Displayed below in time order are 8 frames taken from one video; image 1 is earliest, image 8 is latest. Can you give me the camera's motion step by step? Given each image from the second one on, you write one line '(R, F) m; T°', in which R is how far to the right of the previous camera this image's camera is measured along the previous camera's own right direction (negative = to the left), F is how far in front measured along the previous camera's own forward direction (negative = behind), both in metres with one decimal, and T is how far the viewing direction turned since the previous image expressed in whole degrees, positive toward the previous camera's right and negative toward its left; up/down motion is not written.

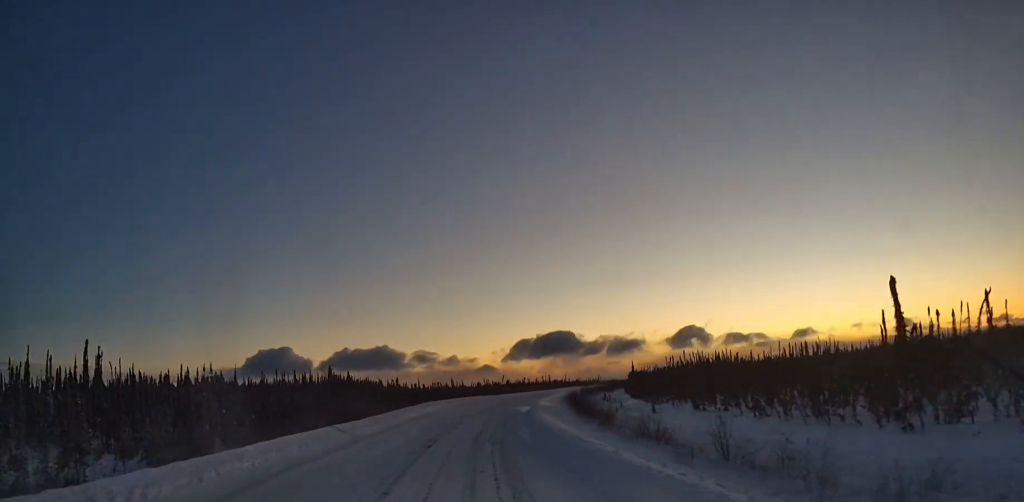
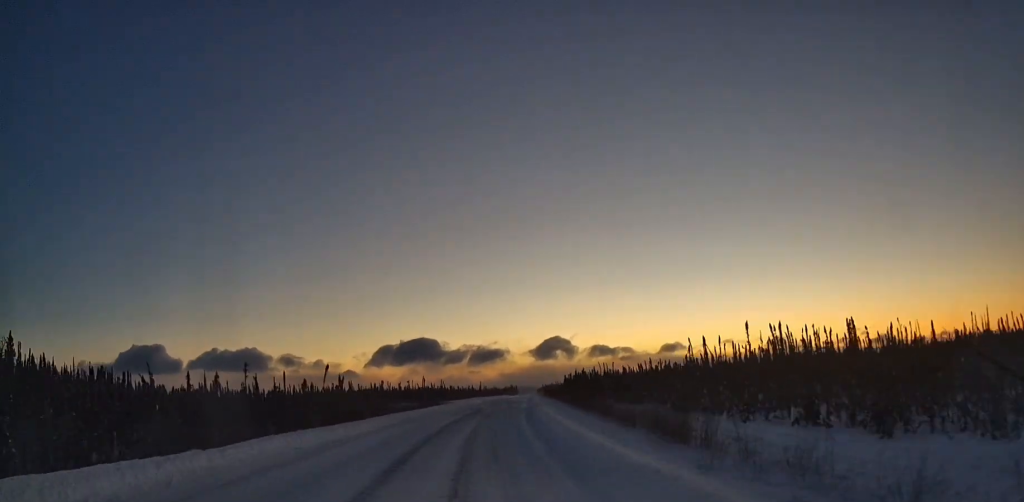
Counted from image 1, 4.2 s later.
(+11.2, +101.2) m; +12°
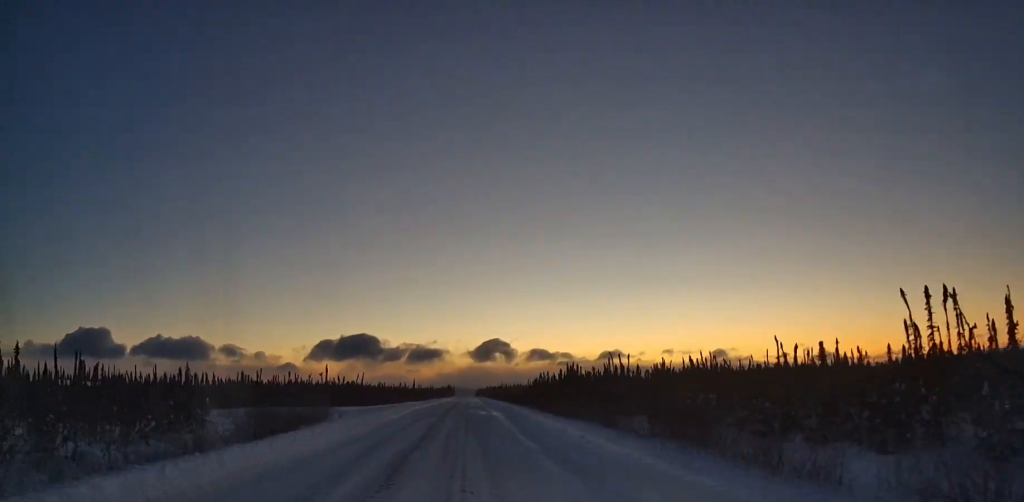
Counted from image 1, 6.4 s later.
(+5.3, +55.0) m; +4°
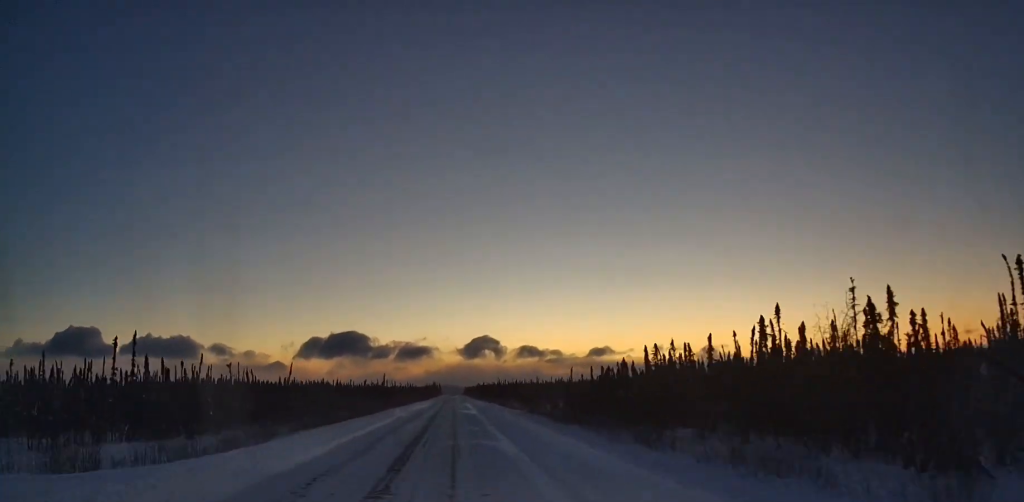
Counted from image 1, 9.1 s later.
(+3.2, +67.2) m; +4°
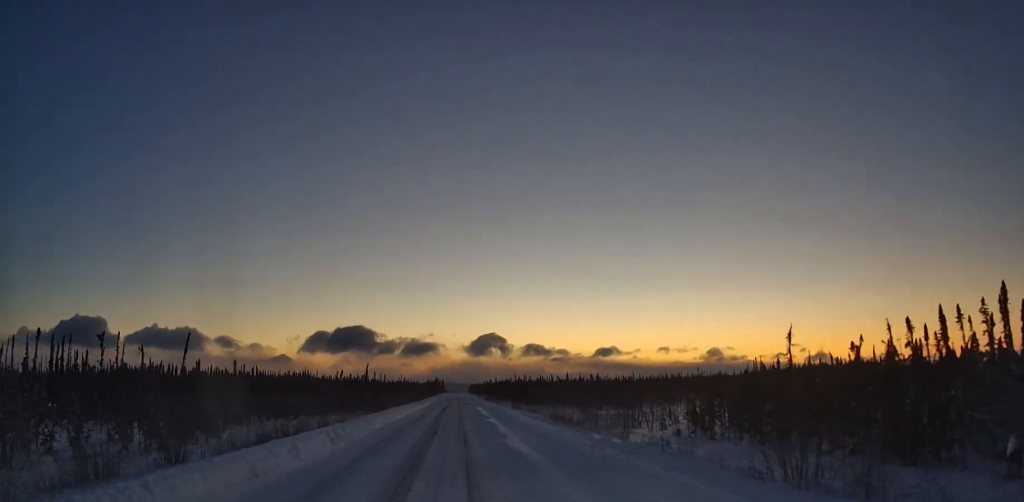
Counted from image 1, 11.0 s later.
(+1.2, +47.6) m; +1°
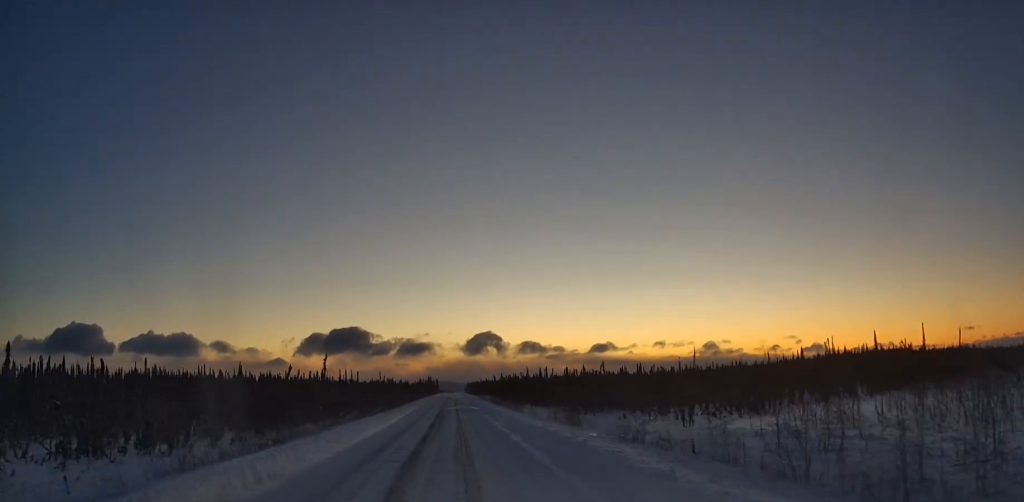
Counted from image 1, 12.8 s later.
(+0.3, +43.7) m; 0°
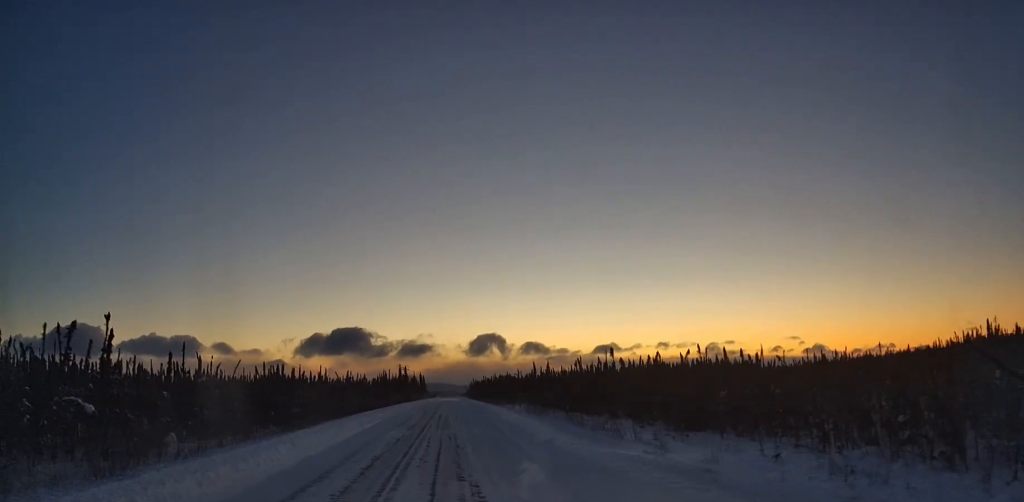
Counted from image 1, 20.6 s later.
(-1.0, +194.3) m; 0°
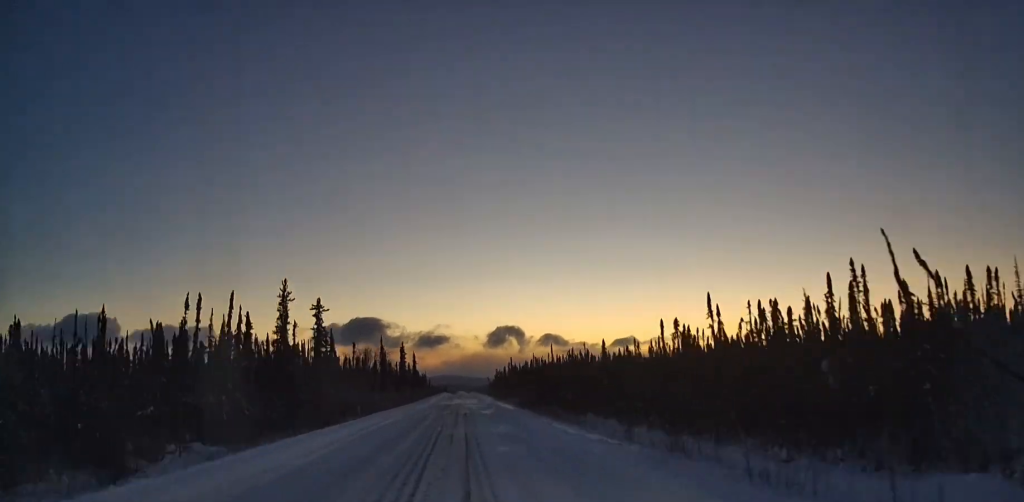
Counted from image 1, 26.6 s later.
(-0.3, +147.9) m; 0°
